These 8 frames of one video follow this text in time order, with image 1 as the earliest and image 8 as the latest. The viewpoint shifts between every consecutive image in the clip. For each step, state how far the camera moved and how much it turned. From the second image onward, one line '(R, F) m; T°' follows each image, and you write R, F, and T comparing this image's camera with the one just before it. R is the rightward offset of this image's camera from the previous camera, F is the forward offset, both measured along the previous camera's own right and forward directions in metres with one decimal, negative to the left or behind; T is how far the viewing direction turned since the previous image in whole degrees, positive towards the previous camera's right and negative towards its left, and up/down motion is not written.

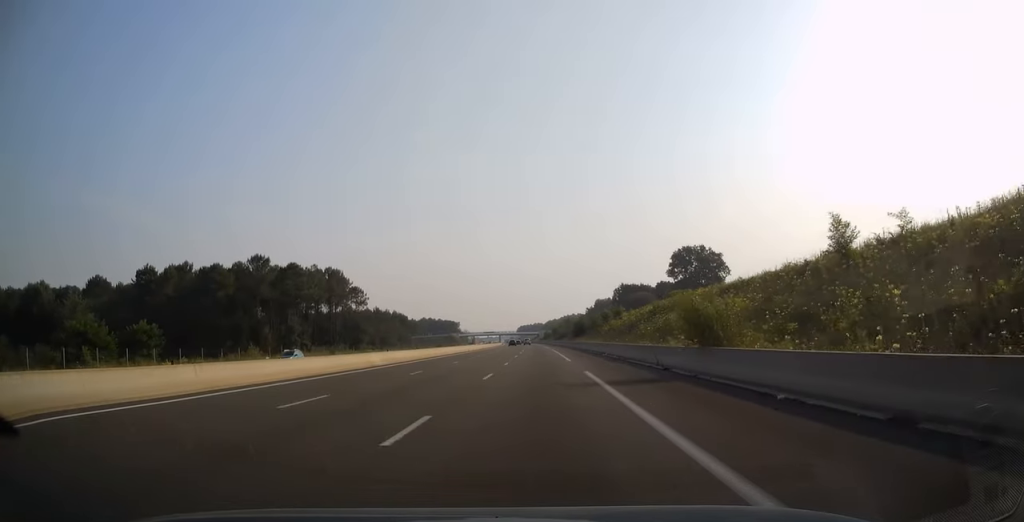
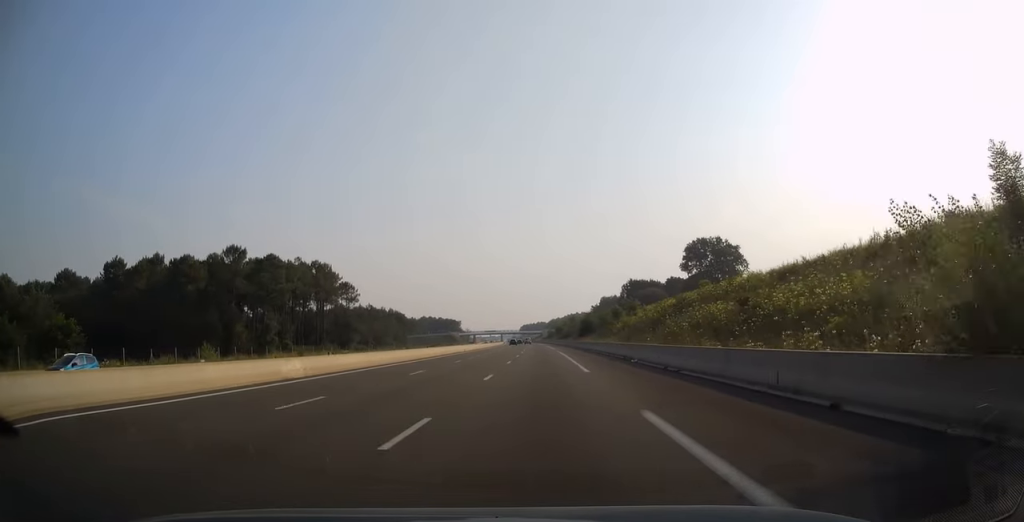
(+0.1, +13.3) m; 0°
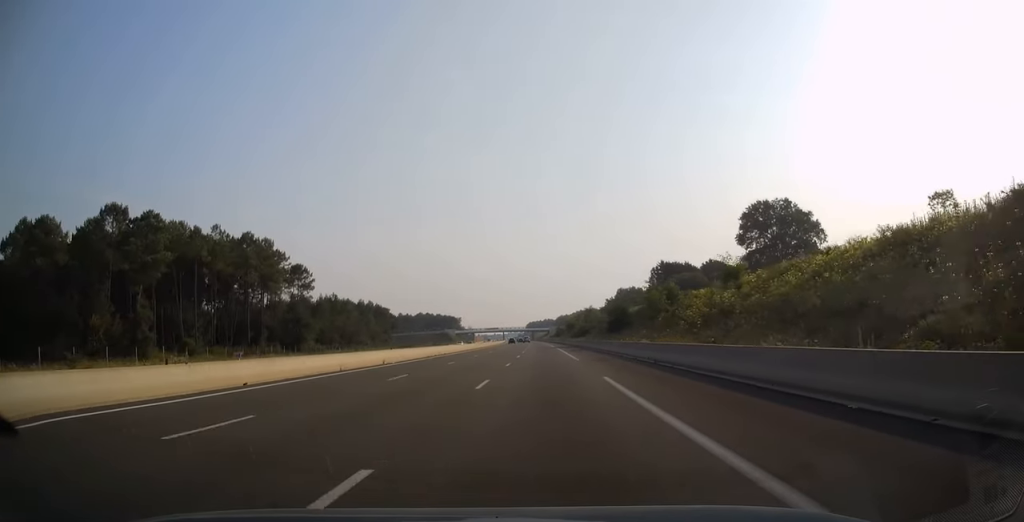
(-0.4, +43.4) m; -1°
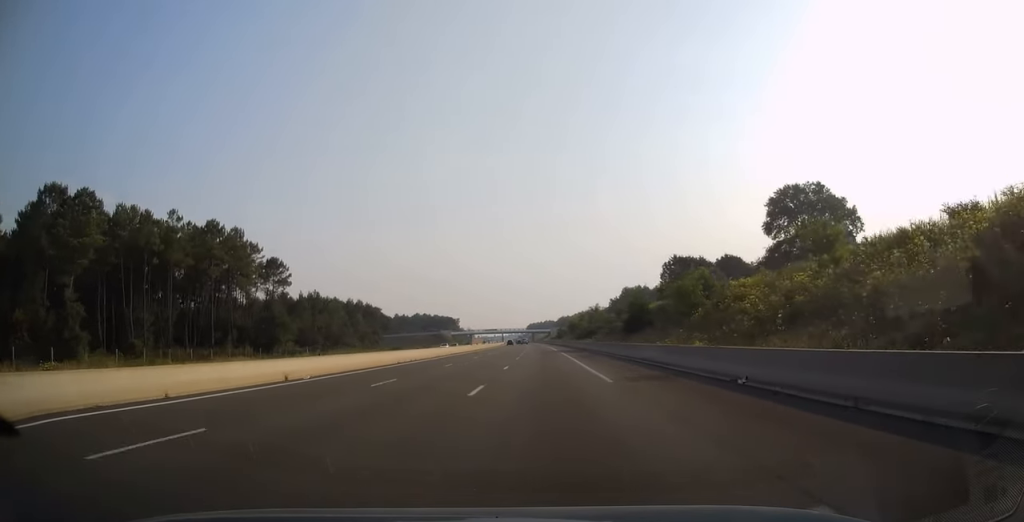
(-0.1, +14.8) m; 0°
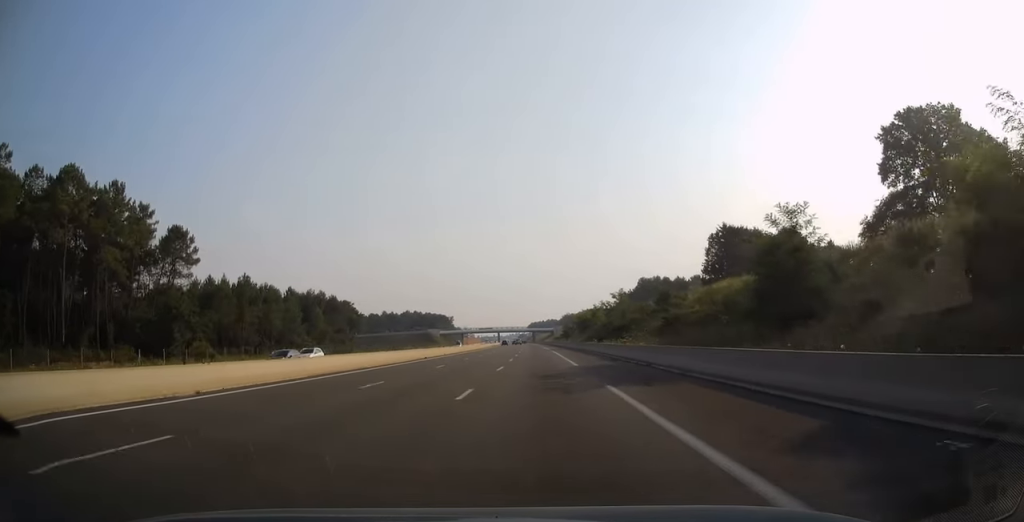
(0.0, +39.9) m; 0°
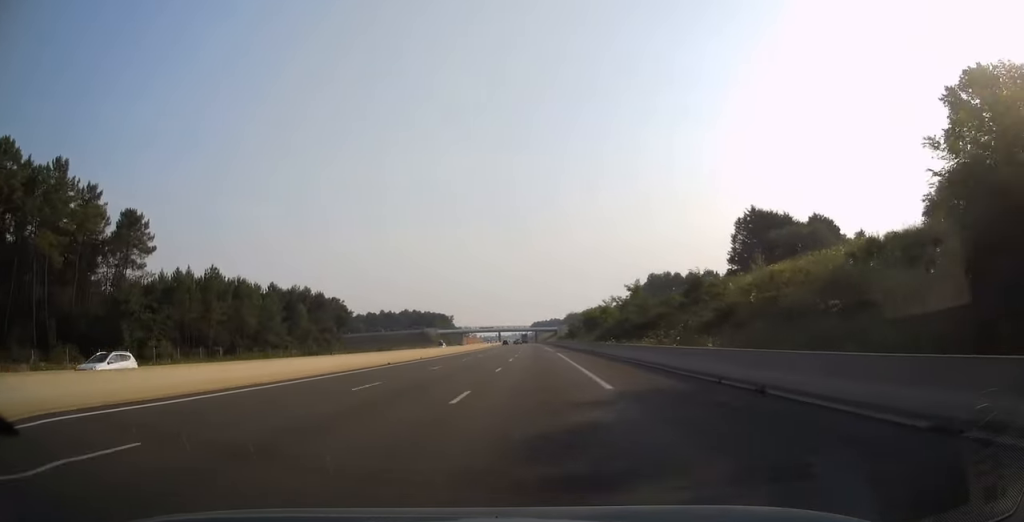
(-0.1, +13.8) m; 0°
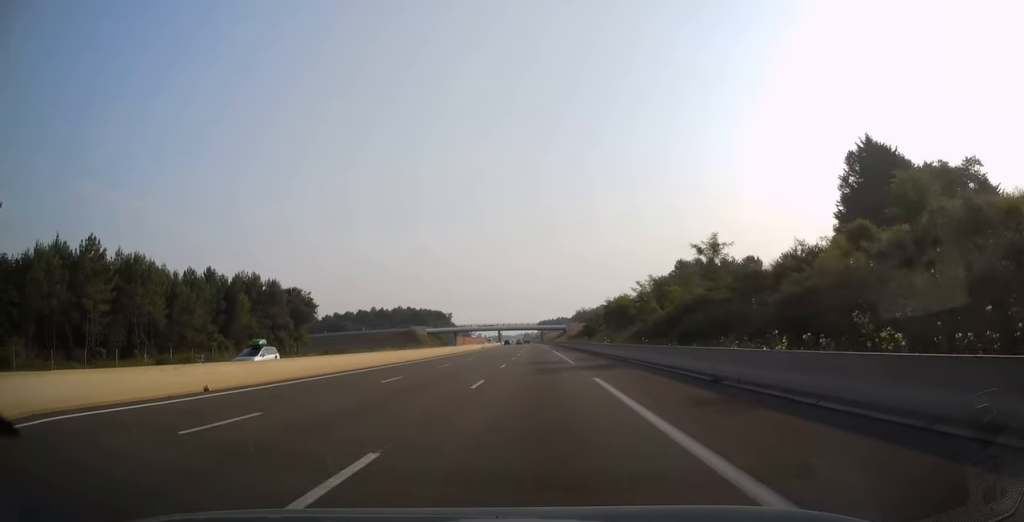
(-0.2, +35.0) m; -1°
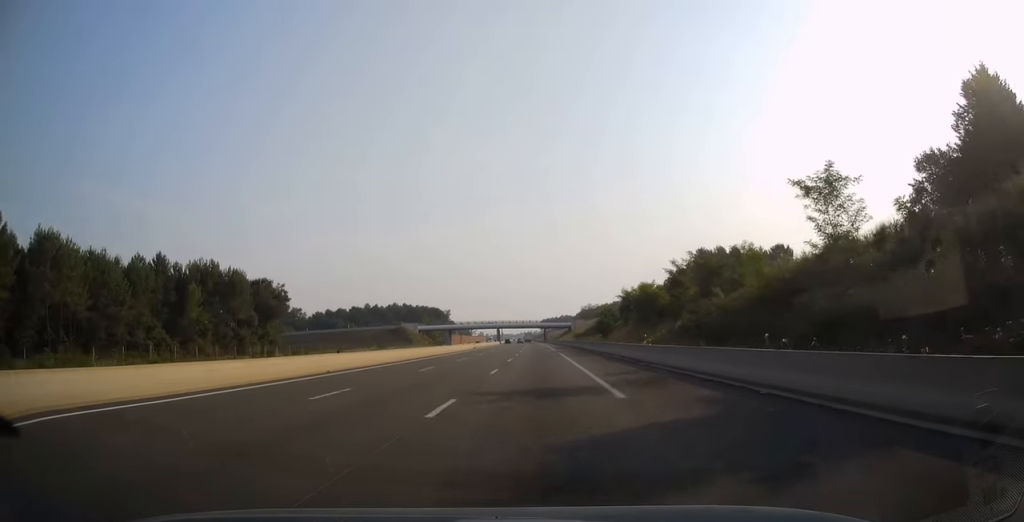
(0.0, +19.7) m; 0°
